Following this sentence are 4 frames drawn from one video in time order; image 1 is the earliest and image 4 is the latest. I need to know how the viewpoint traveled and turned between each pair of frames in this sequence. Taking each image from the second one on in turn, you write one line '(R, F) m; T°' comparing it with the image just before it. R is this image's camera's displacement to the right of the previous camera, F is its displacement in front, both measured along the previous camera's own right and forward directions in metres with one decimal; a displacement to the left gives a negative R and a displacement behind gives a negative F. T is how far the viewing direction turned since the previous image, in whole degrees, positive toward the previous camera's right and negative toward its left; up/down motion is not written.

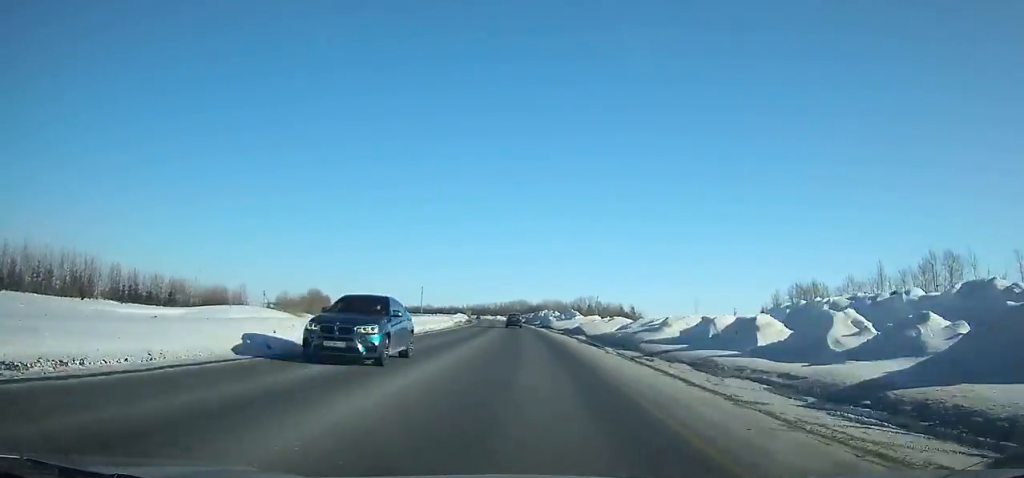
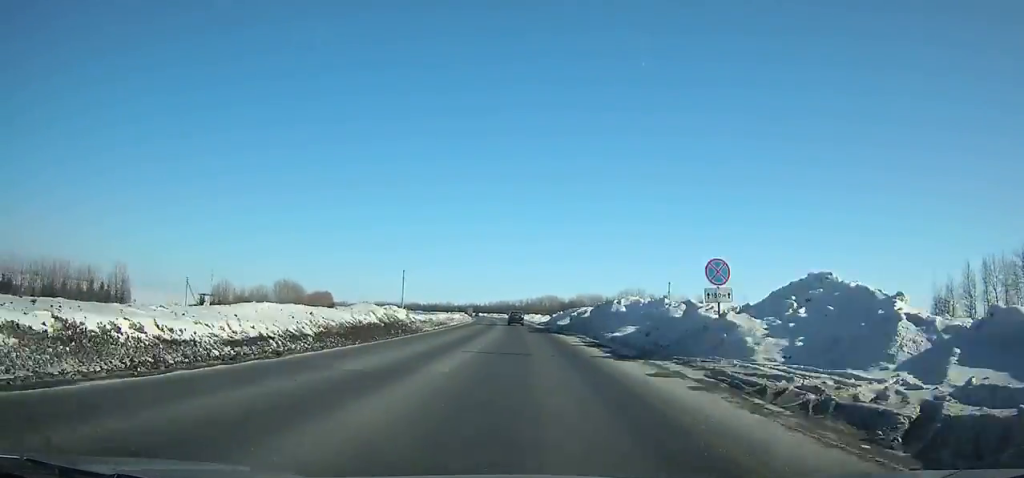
(-2.2, +72.3) m; -3°
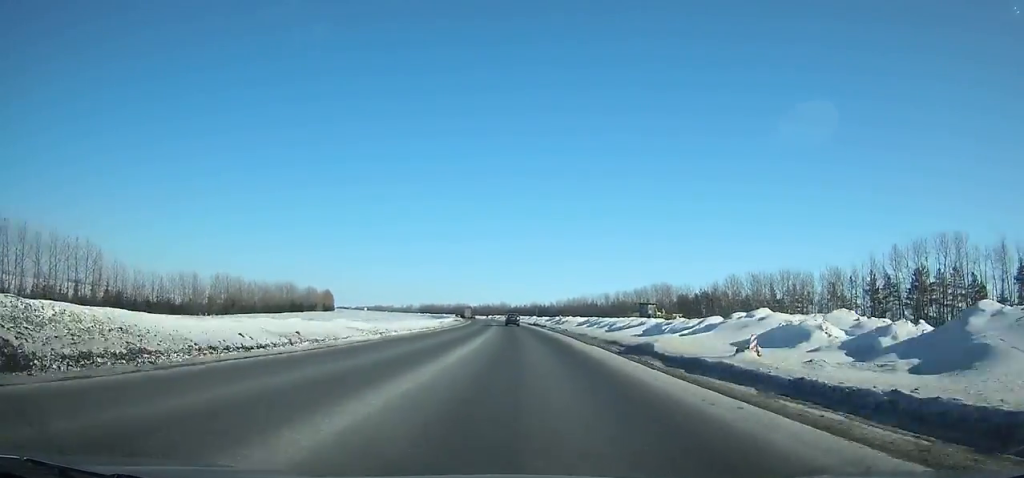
(-11.2, +173.9) m; -7°
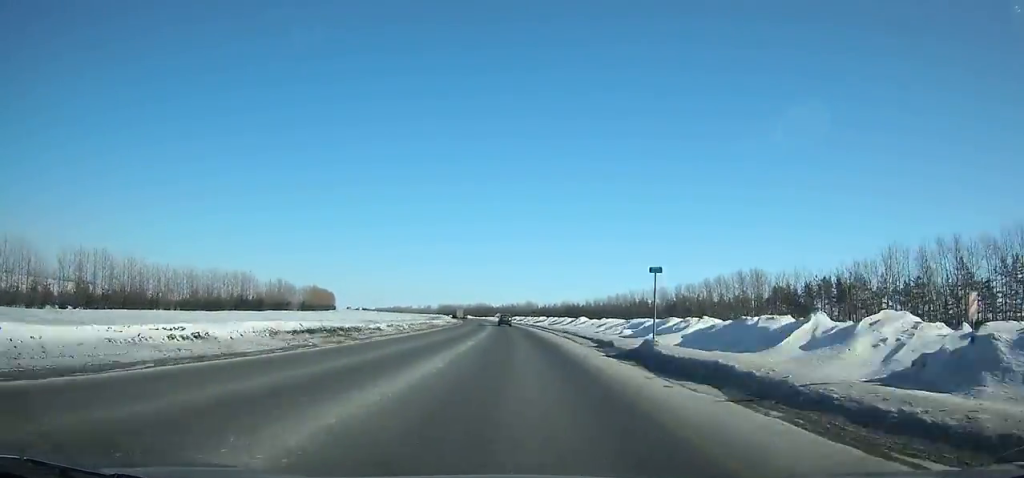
(-1.7, +73.2) m; -3°
